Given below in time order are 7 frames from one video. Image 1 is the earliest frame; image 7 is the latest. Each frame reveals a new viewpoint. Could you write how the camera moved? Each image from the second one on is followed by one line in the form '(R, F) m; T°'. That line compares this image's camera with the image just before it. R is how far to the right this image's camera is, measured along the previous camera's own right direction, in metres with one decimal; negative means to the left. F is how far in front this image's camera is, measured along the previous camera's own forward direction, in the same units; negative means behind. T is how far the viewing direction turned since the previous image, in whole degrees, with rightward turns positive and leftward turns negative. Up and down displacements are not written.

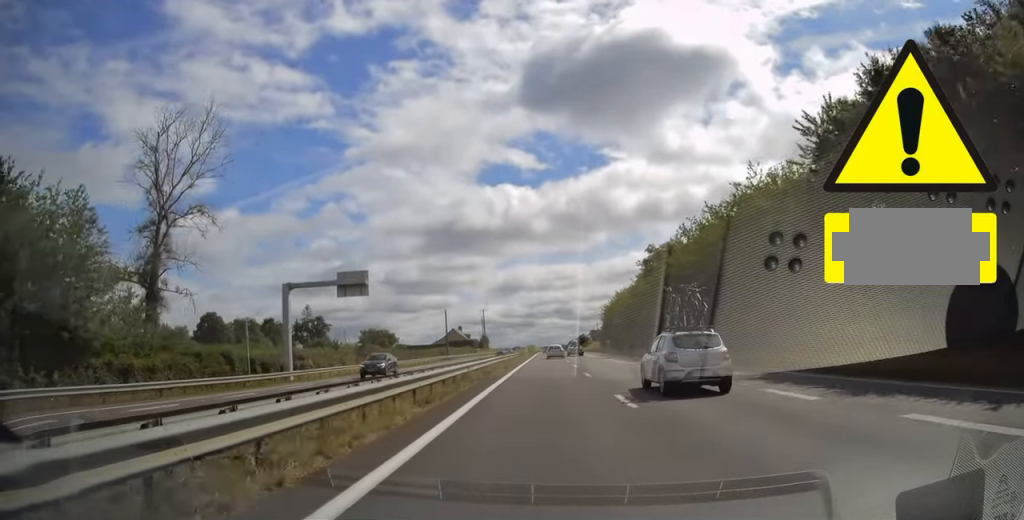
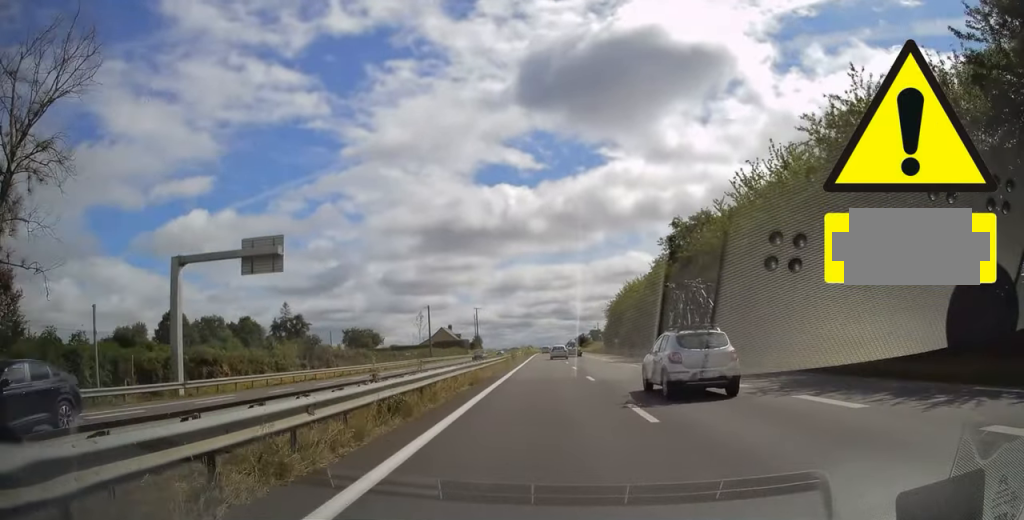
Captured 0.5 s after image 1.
(-0.1, +15.6) m; 0°
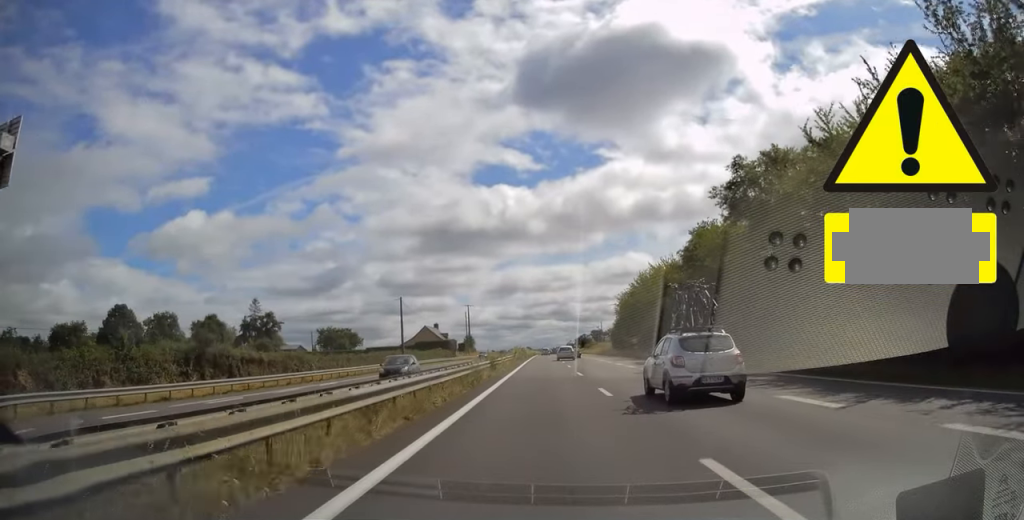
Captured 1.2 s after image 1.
(0.0, +19.4) m; +1°
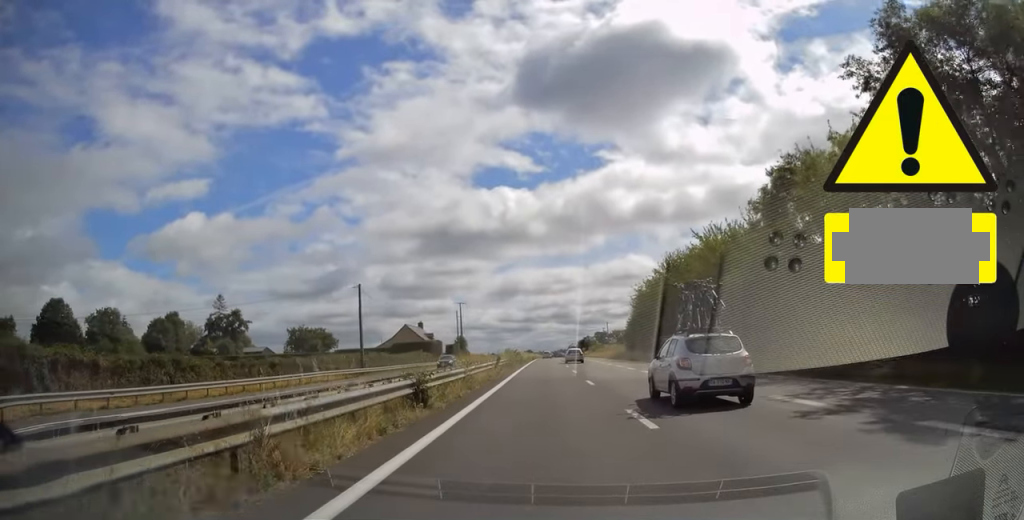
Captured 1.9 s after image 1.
(+0.2, +19.0) m; 0°
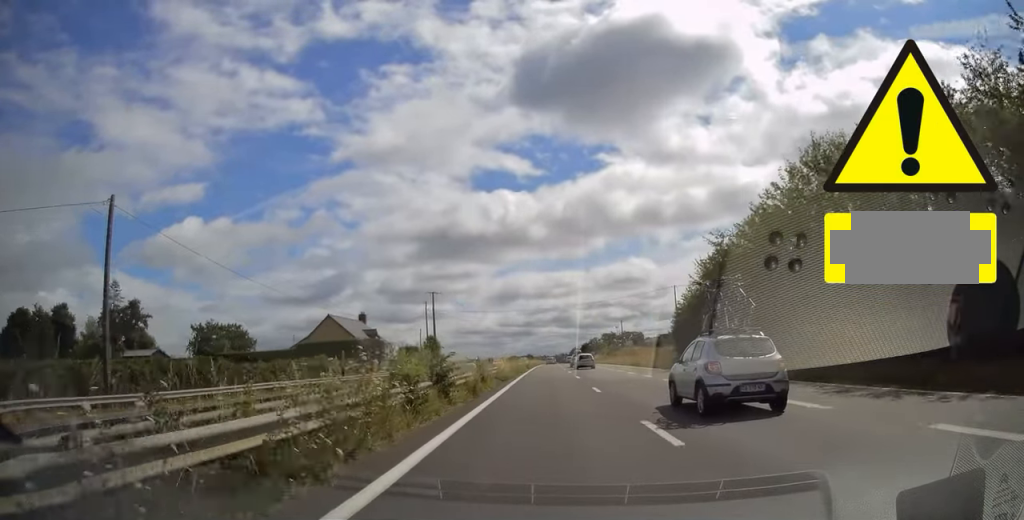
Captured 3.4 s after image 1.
(+0.1, +39.0) m; 0°
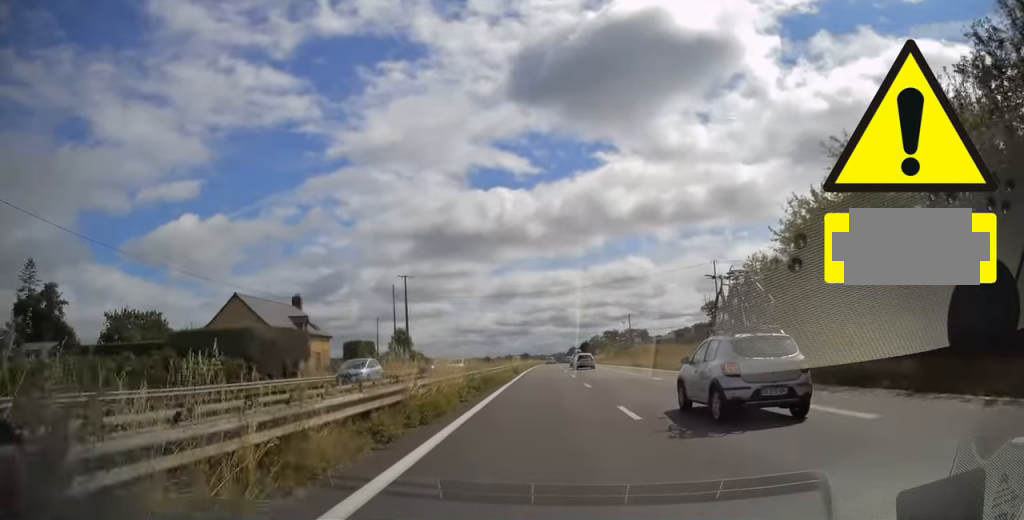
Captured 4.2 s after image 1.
(0.0, +21.2) m; -1°
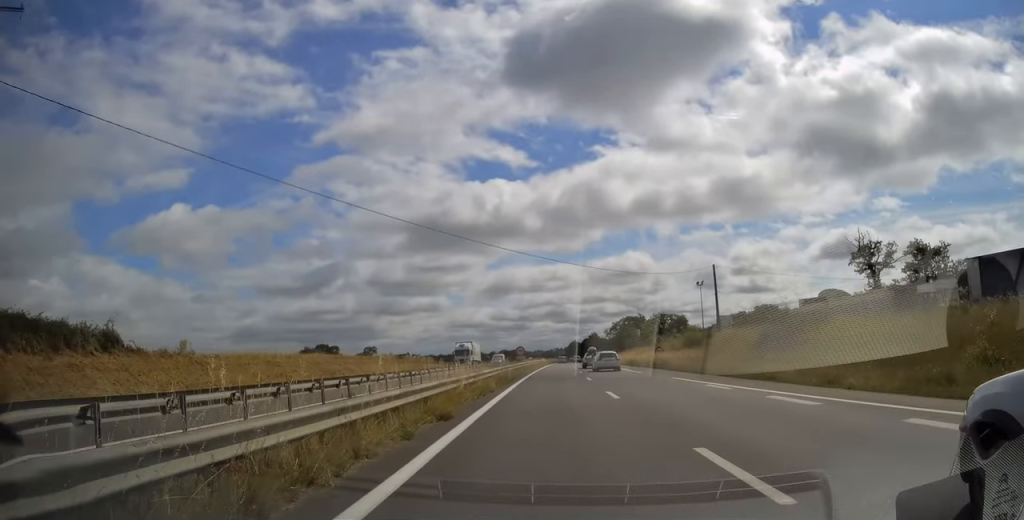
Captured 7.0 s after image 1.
(-0.3, +80.7) m; 0°
